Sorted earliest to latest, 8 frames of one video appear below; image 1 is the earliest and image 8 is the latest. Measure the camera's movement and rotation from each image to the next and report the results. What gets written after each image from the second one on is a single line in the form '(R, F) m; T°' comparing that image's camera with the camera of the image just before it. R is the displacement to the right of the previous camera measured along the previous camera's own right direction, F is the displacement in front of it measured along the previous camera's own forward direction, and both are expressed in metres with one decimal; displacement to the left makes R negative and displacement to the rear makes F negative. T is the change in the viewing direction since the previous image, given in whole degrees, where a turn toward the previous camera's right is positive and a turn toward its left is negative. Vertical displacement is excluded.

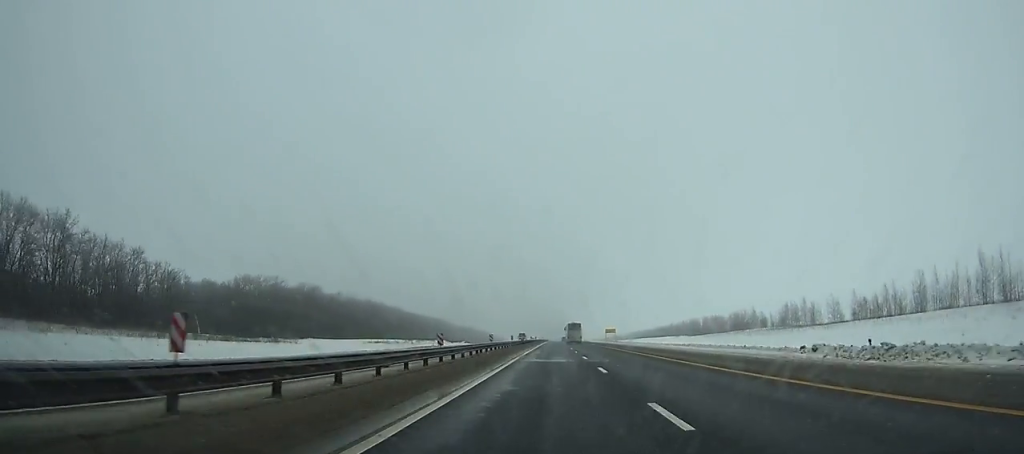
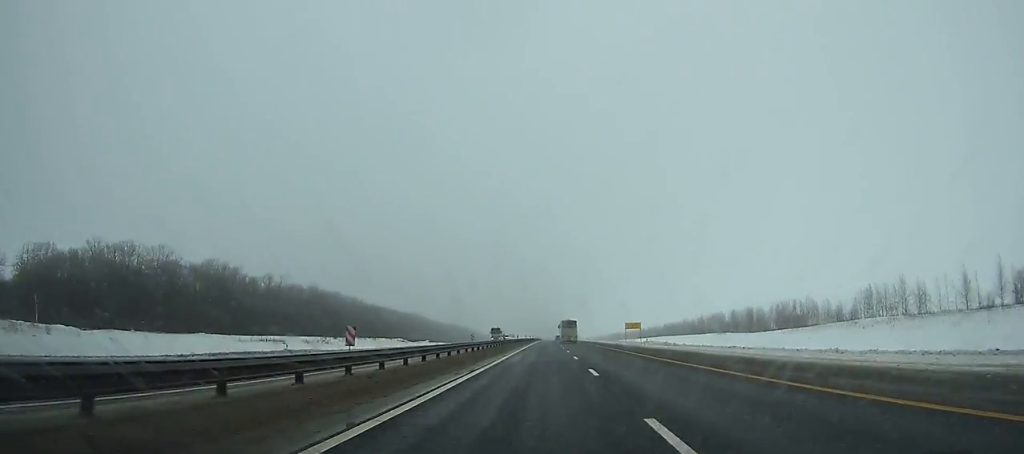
(+0.2, +49.9) m; 0°
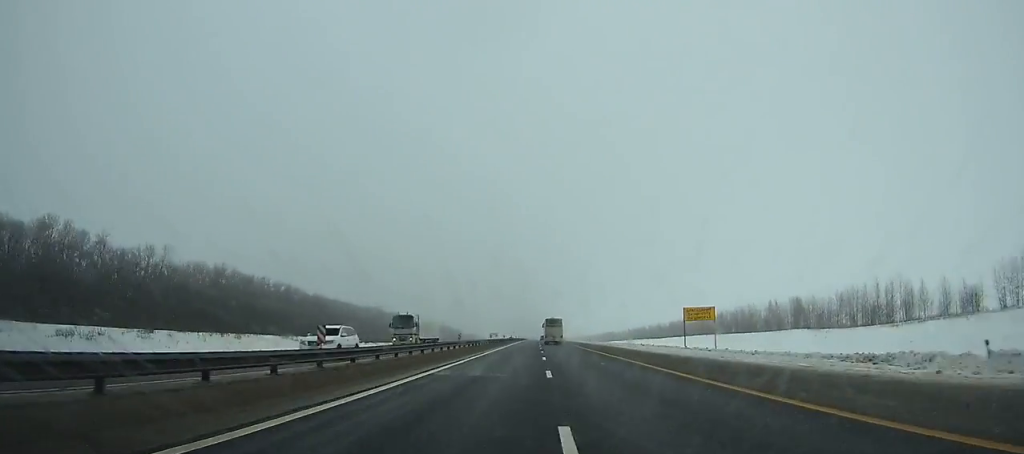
(+0.5, +46.7) m; 0°
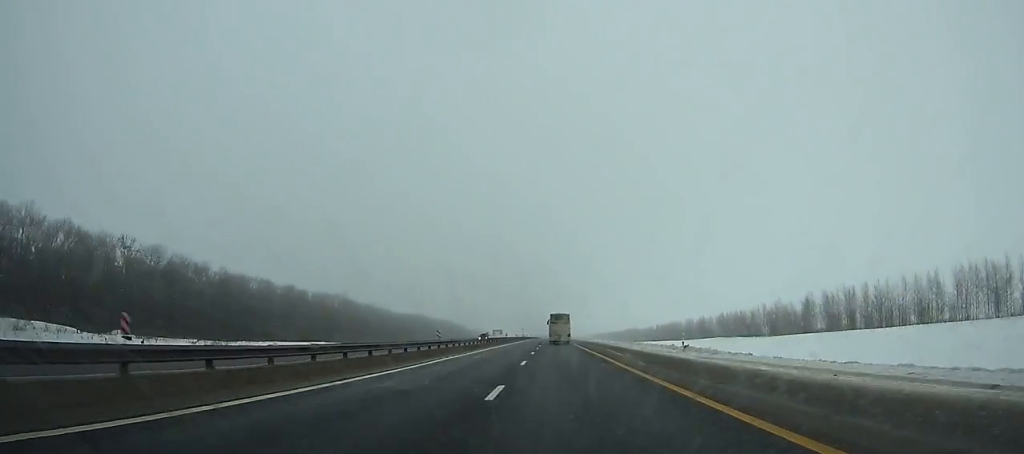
(-0.2, +66.0) m; 0°
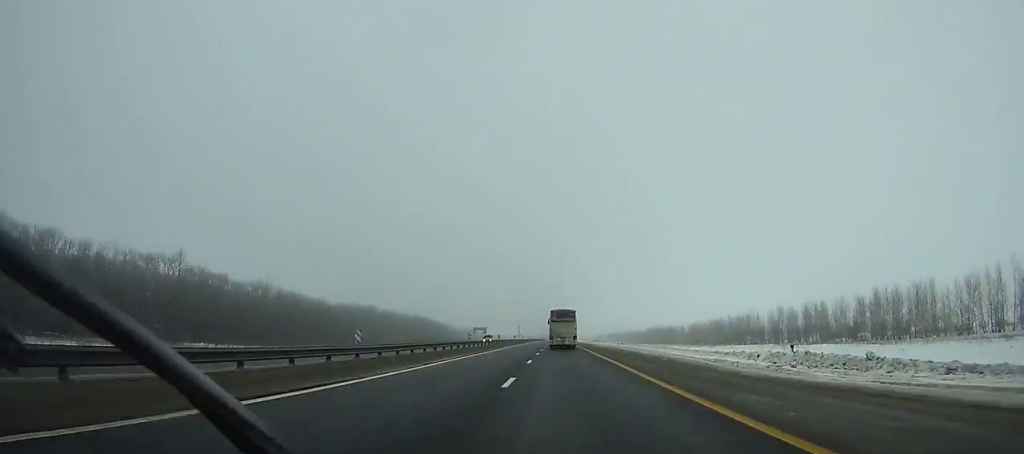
(-0.7, +104.5) m; 0°
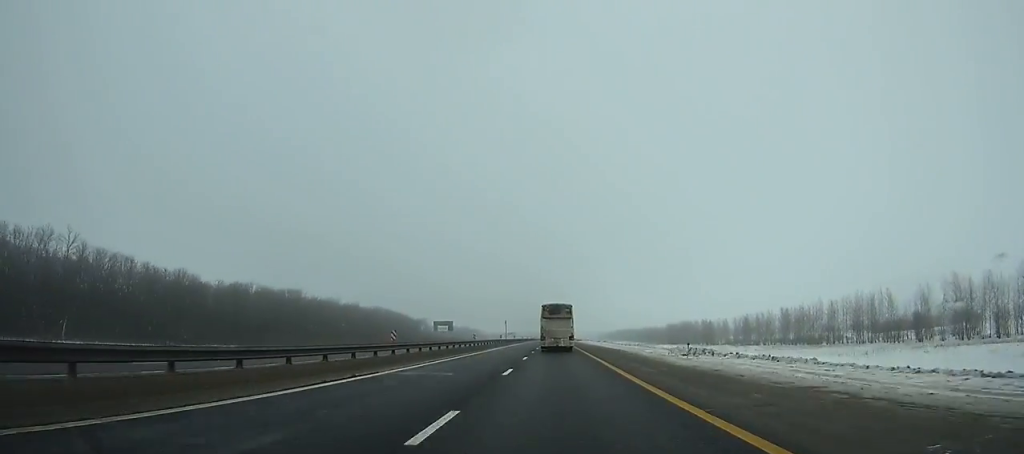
(+0.1, +80.8) m; 0°
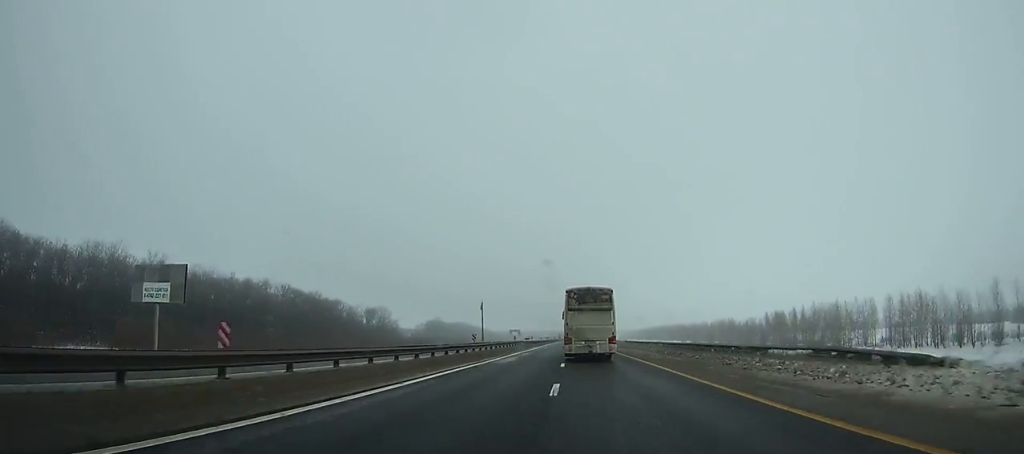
(-1.2, +138.1) m; -1°
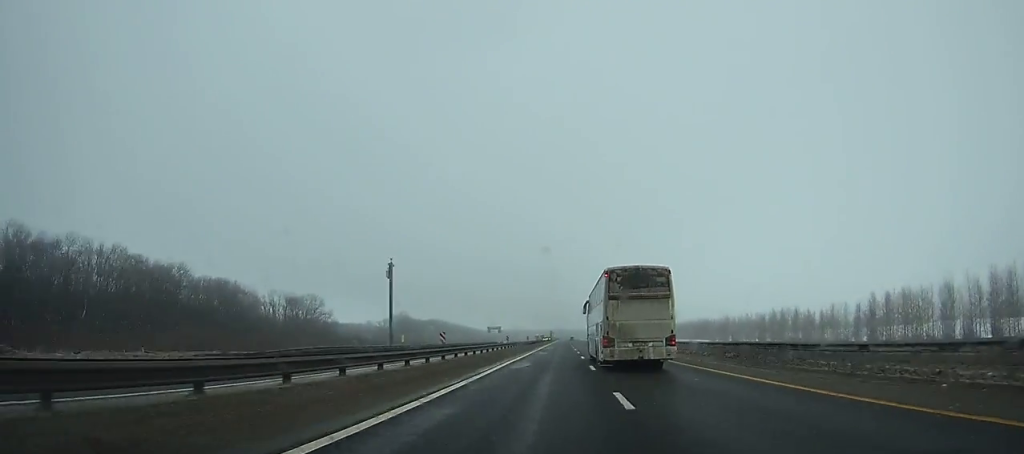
(-0.2, +75.4) m; 0°
